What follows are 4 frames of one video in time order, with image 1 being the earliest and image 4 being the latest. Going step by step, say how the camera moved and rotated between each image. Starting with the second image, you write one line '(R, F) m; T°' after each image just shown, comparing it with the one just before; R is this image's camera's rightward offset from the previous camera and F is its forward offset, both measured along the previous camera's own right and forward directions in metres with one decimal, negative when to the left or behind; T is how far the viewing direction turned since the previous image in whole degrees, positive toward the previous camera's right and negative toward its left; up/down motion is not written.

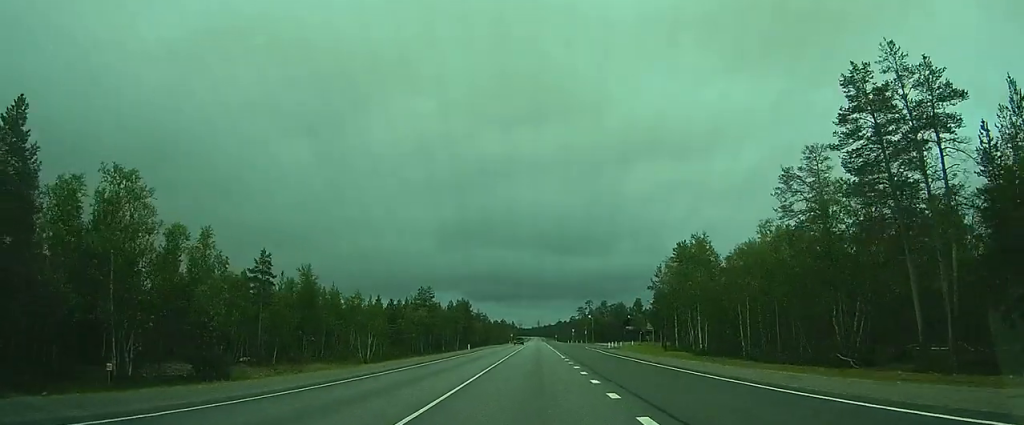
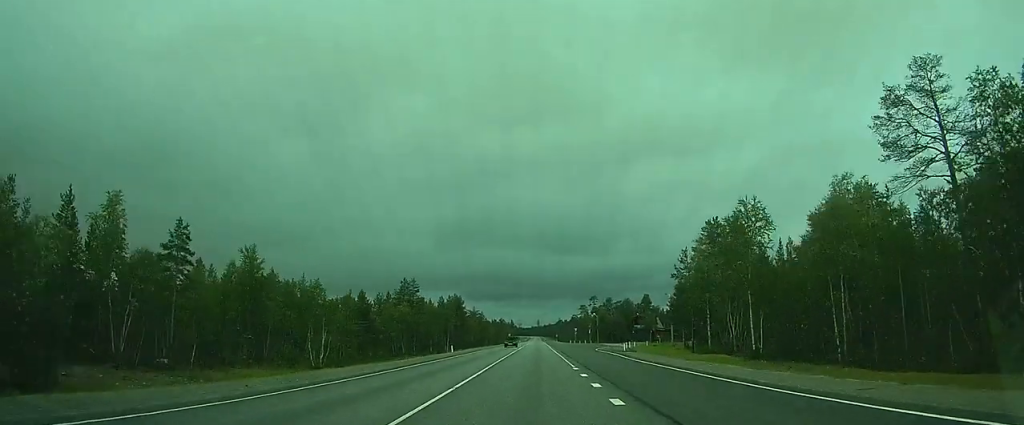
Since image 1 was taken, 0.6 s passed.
(0.0, +12.8) m; 0°
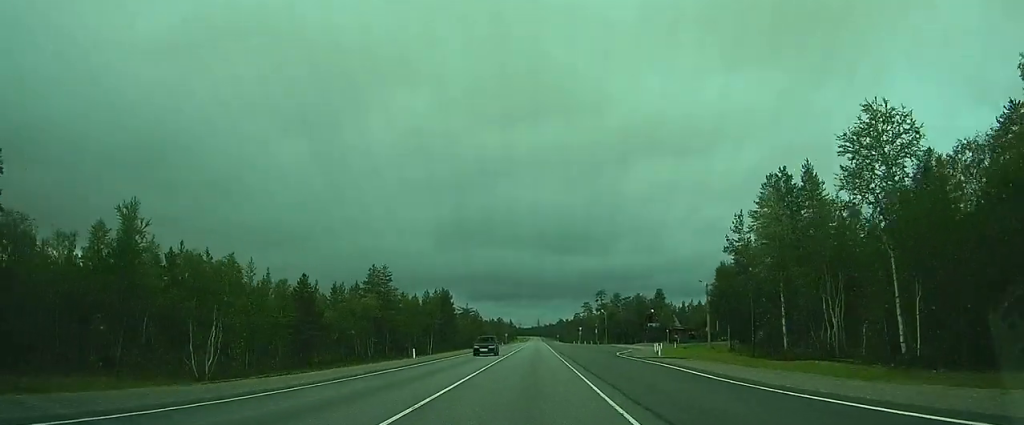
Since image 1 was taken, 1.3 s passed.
(0.0, +16.5) m; 0°
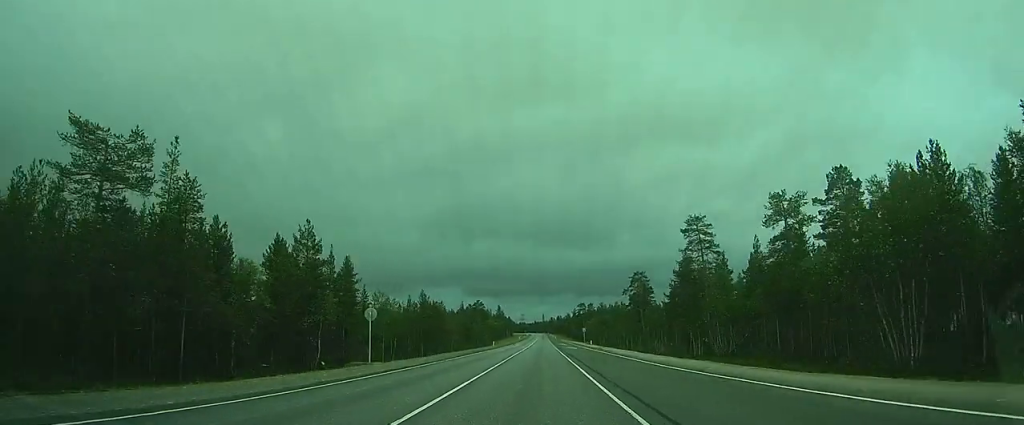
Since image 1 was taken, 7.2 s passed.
(+1.6, +124.4) m; +1°
